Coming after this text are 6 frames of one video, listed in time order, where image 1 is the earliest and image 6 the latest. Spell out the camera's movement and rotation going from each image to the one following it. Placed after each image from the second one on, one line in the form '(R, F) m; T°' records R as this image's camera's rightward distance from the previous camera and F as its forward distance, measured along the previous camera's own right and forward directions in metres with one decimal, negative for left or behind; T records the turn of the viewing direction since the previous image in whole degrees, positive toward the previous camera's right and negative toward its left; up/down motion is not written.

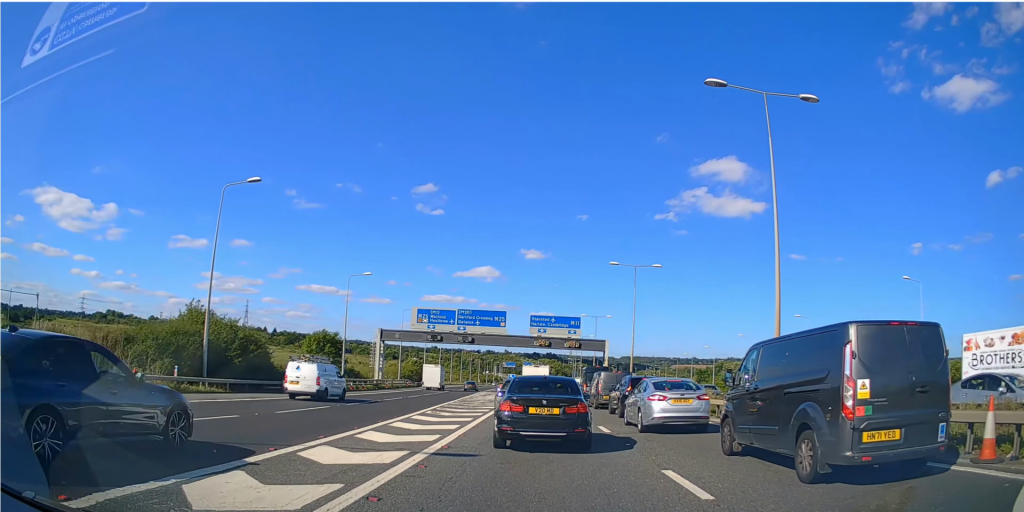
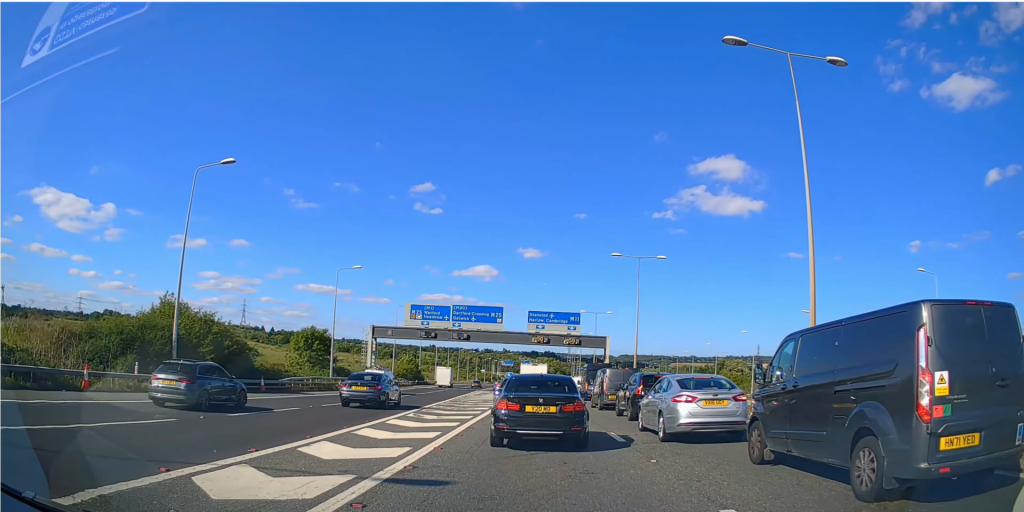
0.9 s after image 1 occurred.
(0.0, +2.9) m; -2°
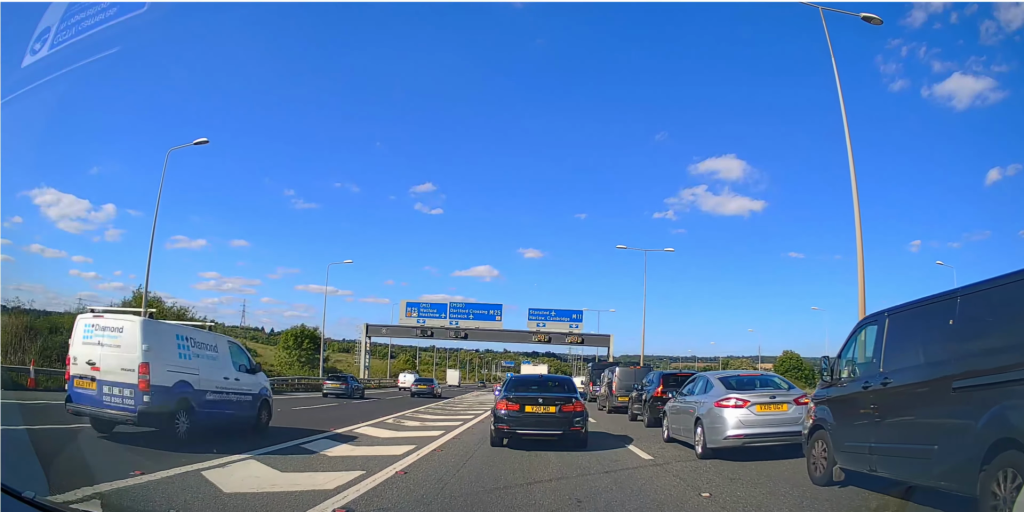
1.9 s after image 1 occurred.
(-0.1, +3.1) m; +1°
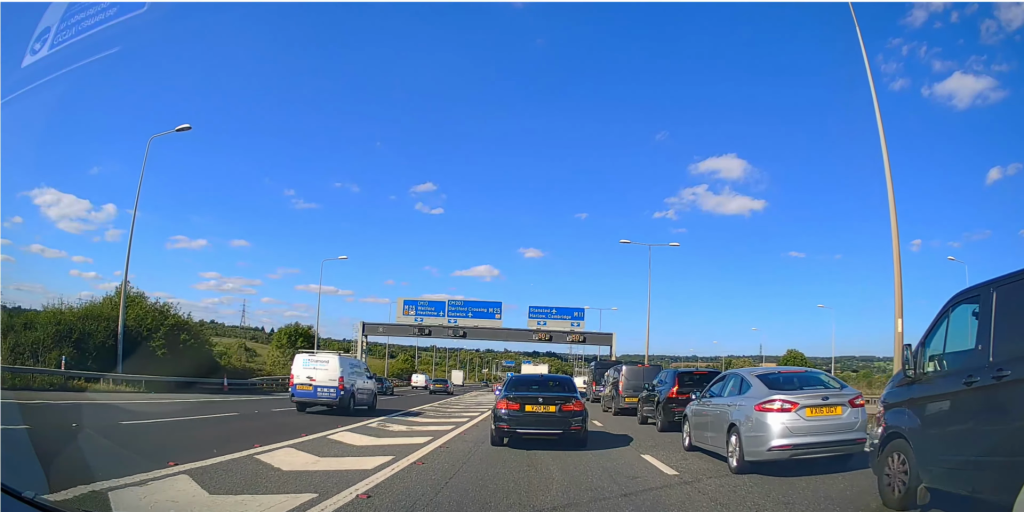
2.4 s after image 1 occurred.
(0.0, +1.8) m; +1°
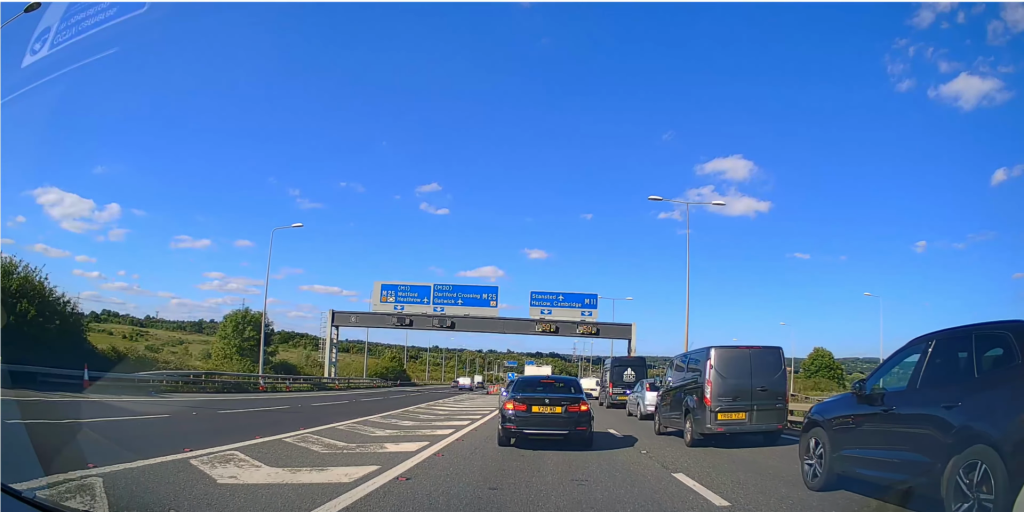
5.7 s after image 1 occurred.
(-0.1, +11.4) m; 0°
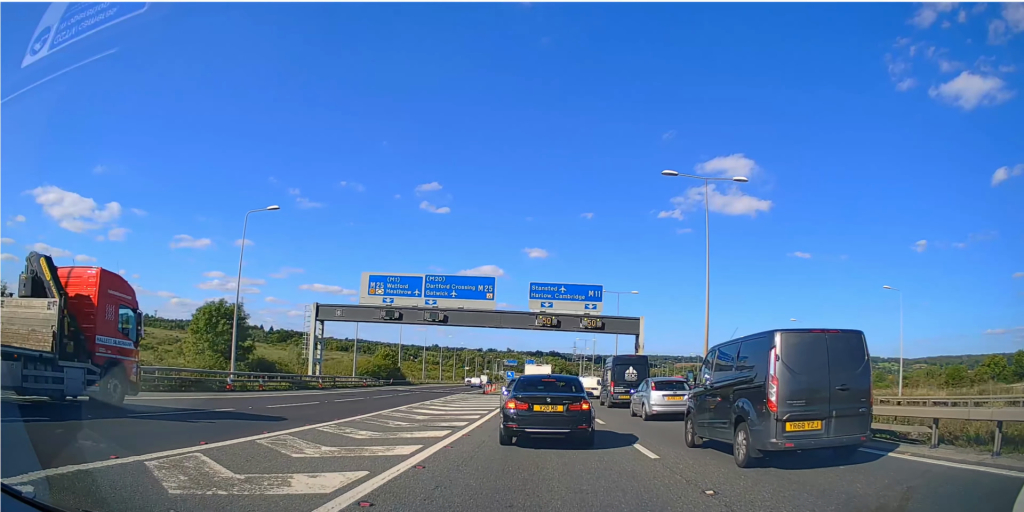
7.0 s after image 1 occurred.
(-0.1, +4.3) m; -1°
